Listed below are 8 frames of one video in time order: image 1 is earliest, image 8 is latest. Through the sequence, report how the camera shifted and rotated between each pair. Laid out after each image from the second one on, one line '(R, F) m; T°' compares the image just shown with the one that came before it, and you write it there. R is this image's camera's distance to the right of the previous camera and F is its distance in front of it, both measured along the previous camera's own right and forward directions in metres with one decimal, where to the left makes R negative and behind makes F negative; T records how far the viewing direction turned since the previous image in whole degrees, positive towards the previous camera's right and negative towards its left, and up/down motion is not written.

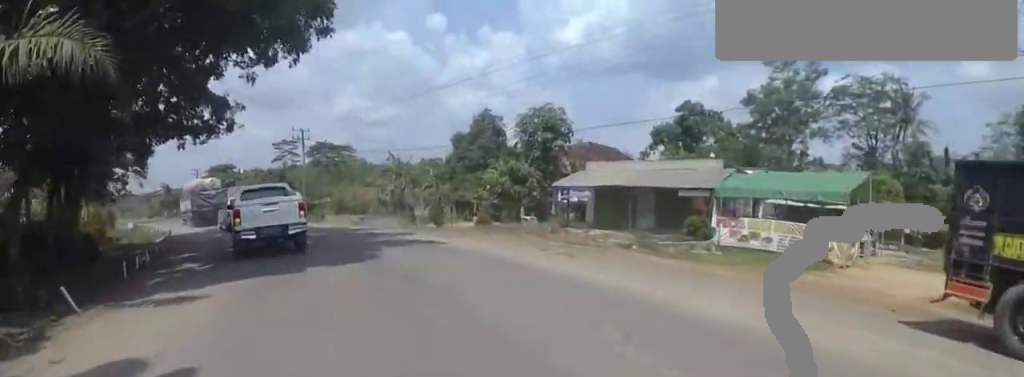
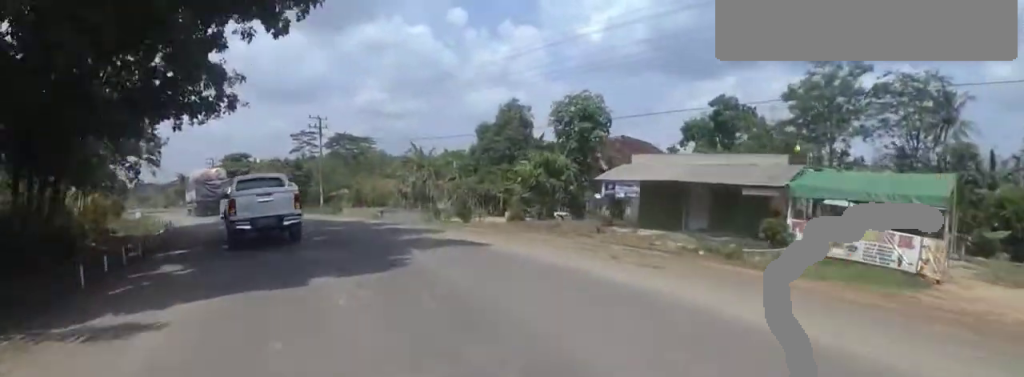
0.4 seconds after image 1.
(+0.3, +2.4) m; -5°
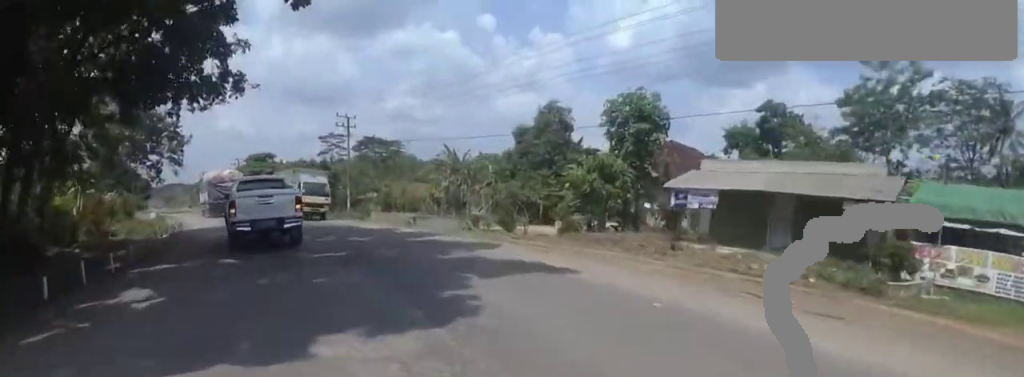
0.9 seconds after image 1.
(-0.6, +2.8) m; -6°
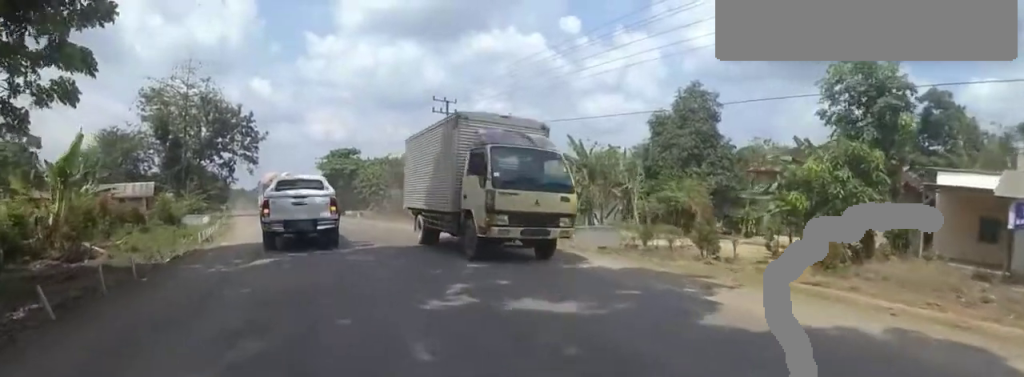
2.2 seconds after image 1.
(-1.1, +8.5) m; -13°
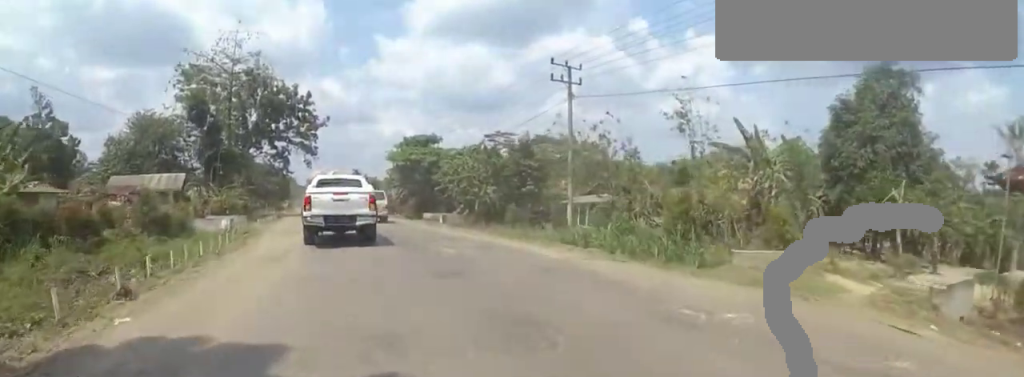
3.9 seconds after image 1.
(-1.4, +9.7) m; -12°
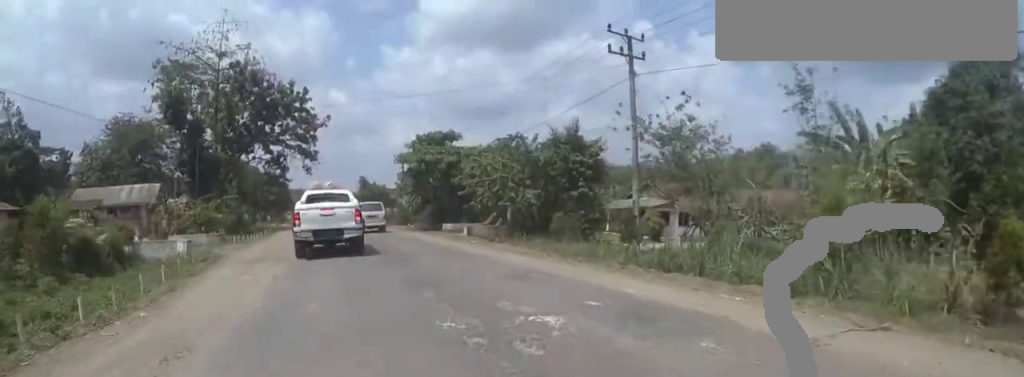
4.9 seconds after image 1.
(-0.1, +6.2) m; +3°
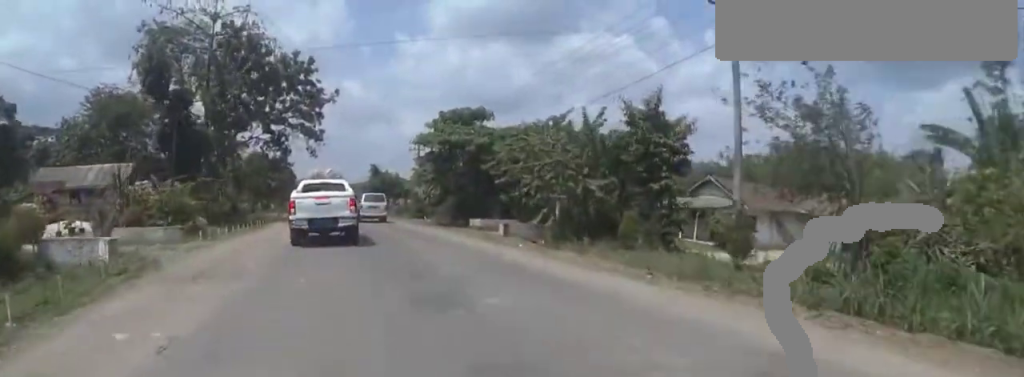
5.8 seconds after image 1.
(+0.3, +5.6) m; +3°
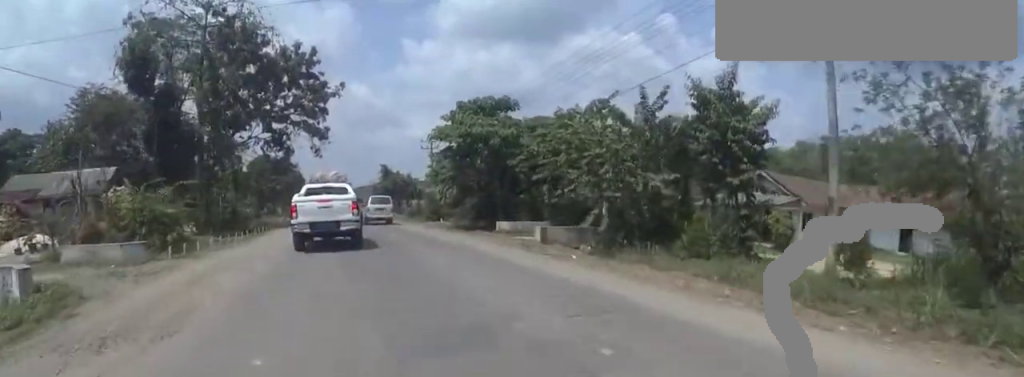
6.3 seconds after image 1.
(+0.5, +3.2) m; -2°
